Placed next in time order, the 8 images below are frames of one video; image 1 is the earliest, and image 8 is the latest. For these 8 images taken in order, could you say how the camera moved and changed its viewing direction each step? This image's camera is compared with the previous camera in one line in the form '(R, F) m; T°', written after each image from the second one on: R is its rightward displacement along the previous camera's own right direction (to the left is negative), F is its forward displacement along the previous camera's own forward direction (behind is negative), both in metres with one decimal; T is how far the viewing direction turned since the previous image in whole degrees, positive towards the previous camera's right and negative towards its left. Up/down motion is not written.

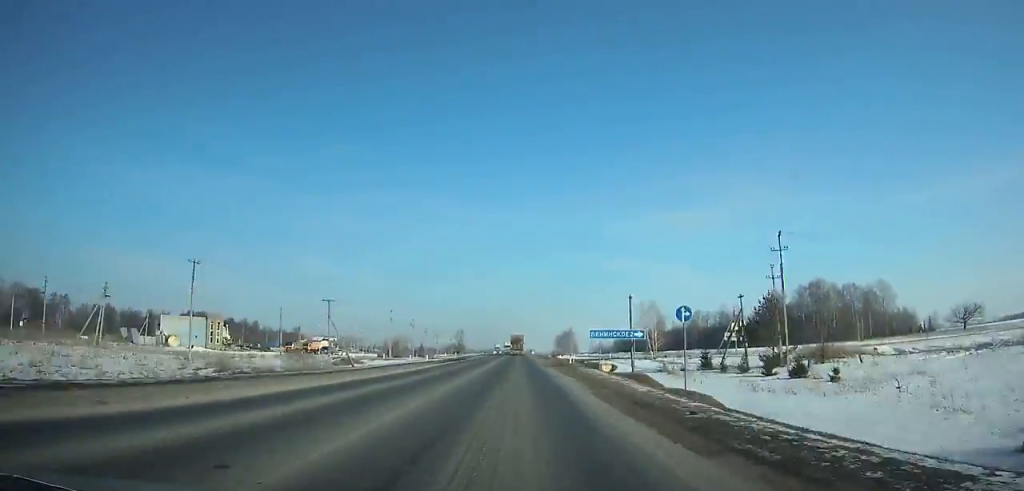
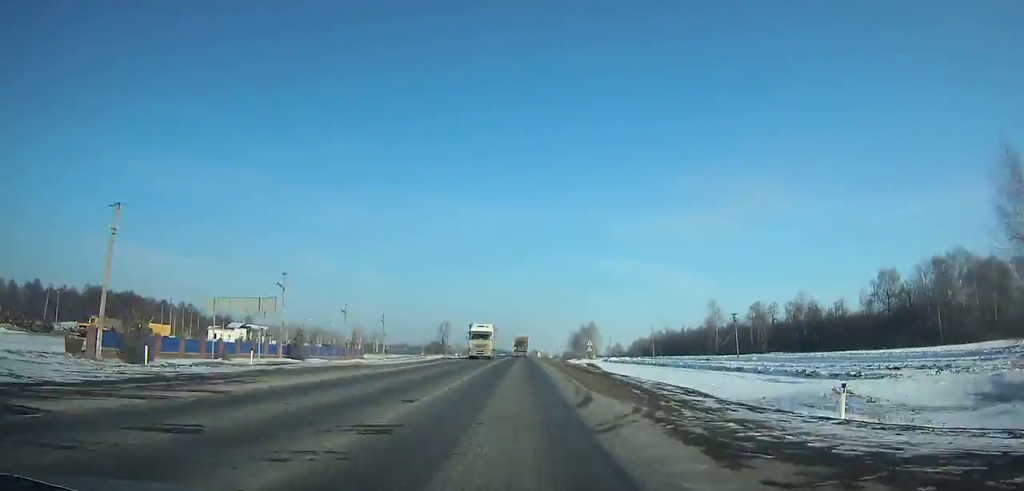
(+0.1, +78.0) m; 0°
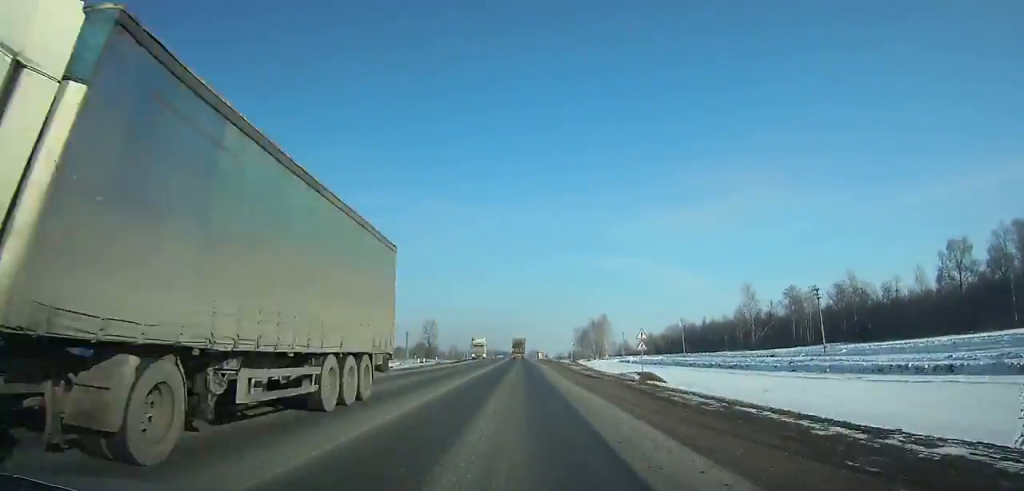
(+0.1, +34.1) m; 0°
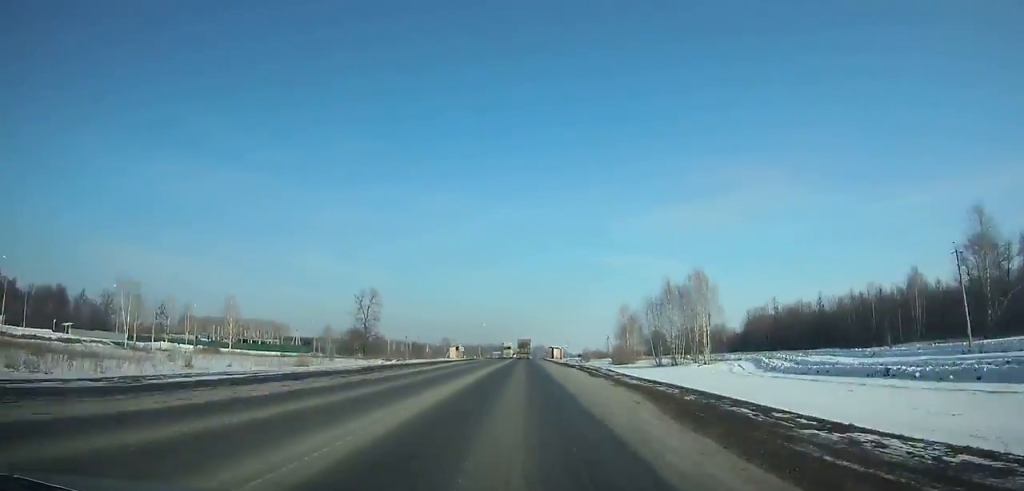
(-0.3, +93.1) m; 0°
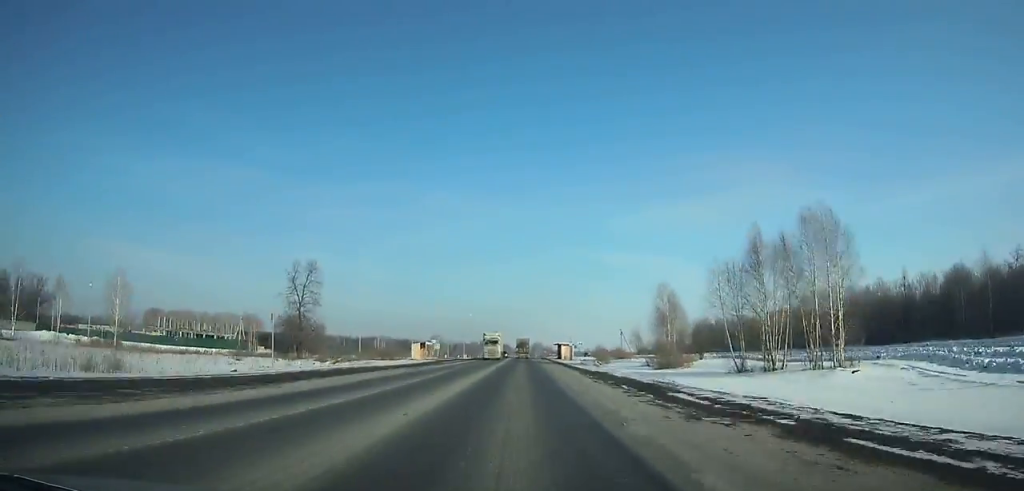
(+0.1, +36.9) m; 0°
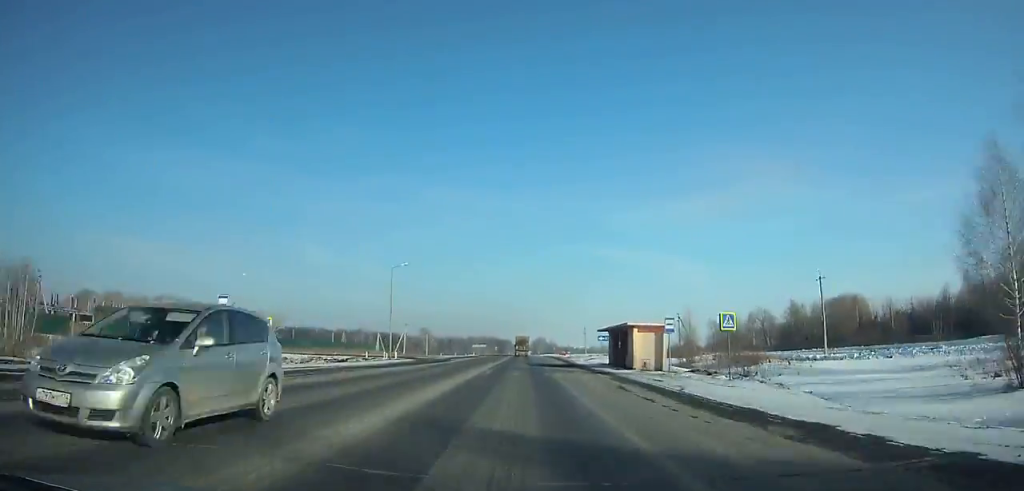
(+0.1, +69.8) m; 0°
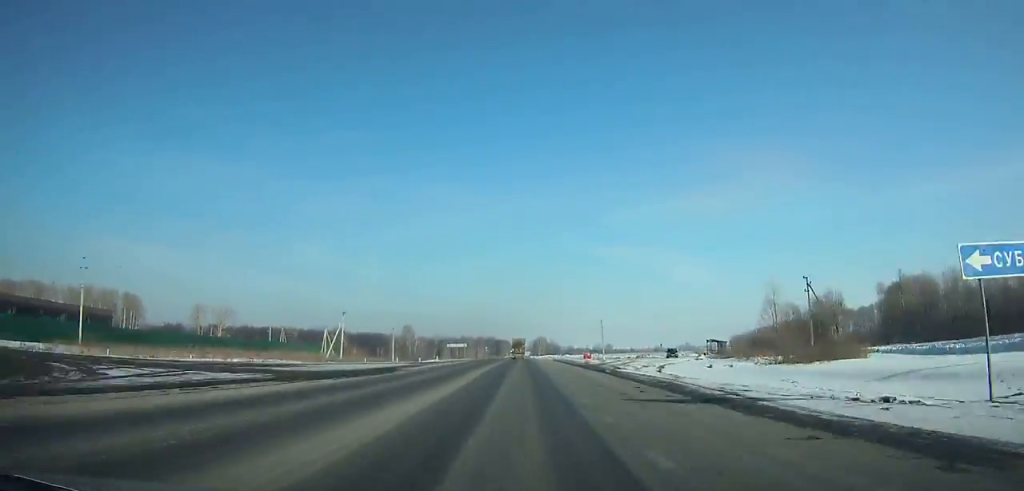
(+0.1, +58.6) m; 0°
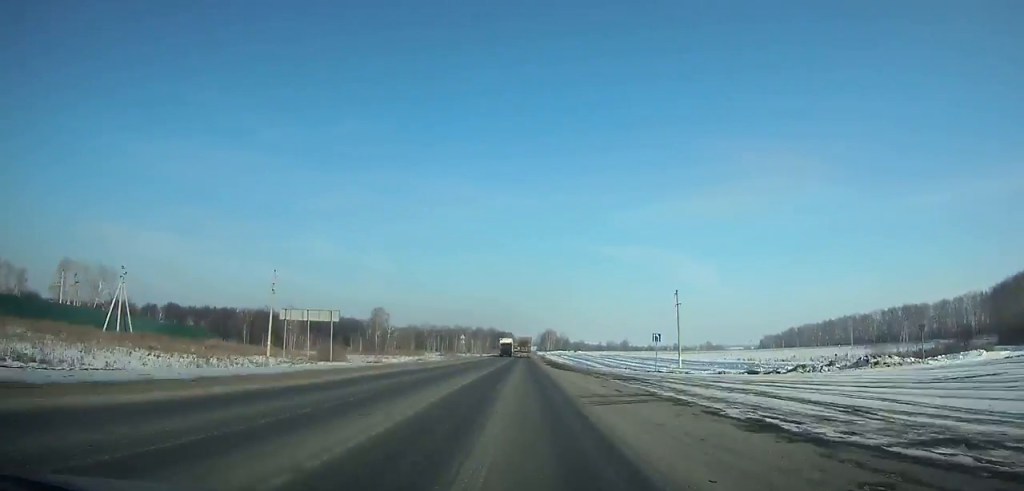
(0.0, +90.9) m; 0°
